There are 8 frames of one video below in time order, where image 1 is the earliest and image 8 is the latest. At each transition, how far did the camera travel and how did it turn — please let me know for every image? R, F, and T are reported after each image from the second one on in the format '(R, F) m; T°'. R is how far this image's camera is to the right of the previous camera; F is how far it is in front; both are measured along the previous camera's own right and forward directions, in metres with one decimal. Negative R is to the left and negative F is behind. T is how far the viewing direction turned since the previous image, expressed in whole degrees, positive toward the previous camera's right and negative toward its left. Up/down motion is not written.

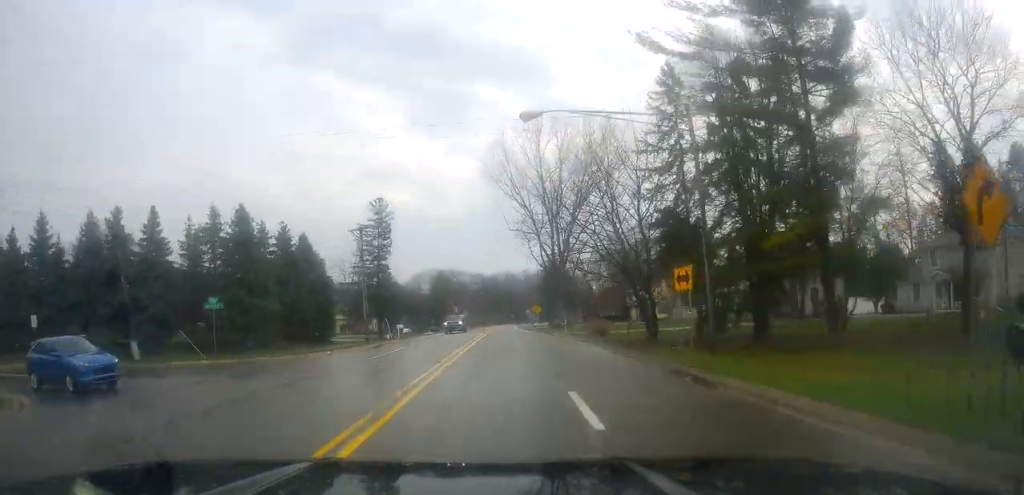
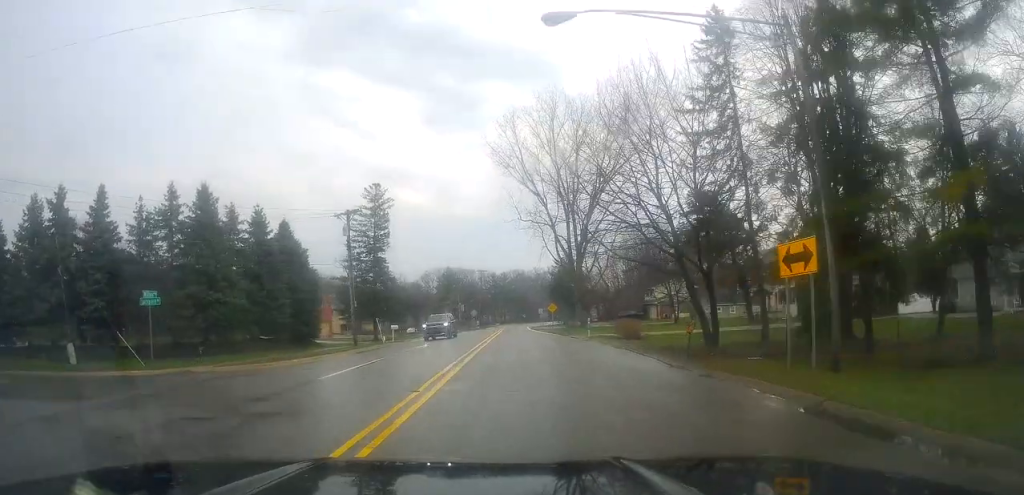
(-0.6, +7.7) m; -1°
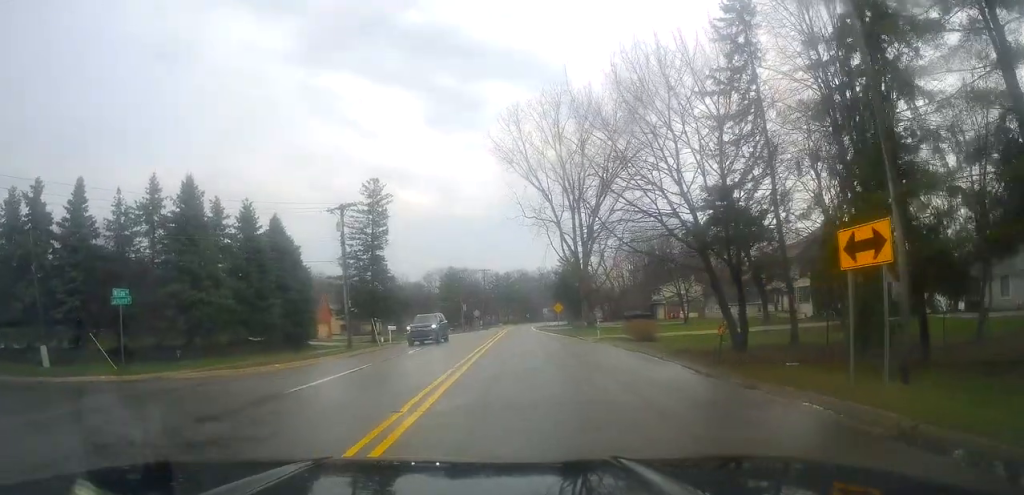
(+0.1, +2.4) m; +1°
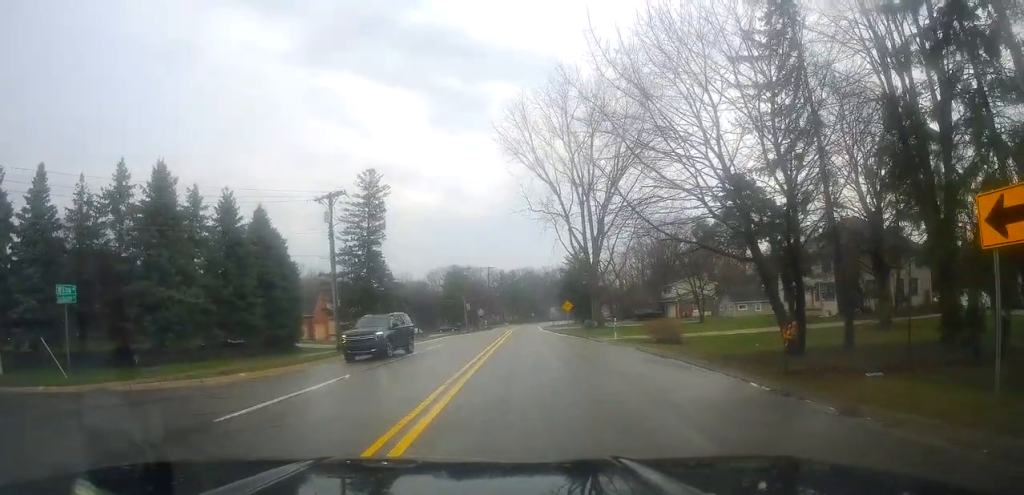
(+0.2, +4.4) m; +1°
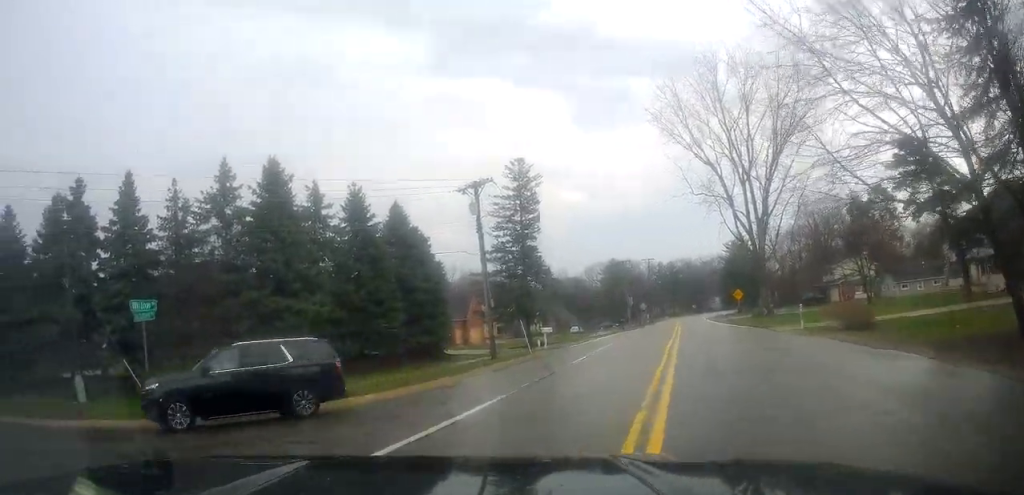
(-0.6, +3.9) m; -36°
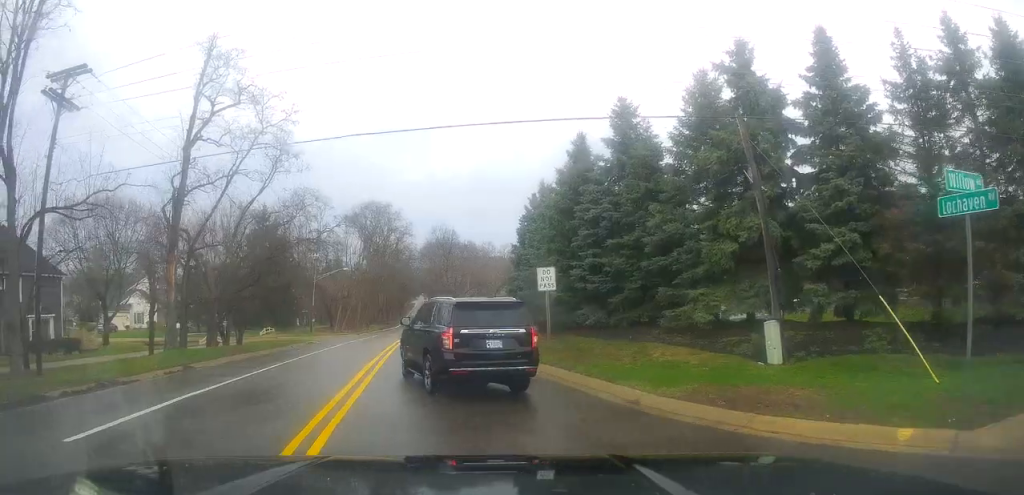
(-3.4, +5.9) m; -46°
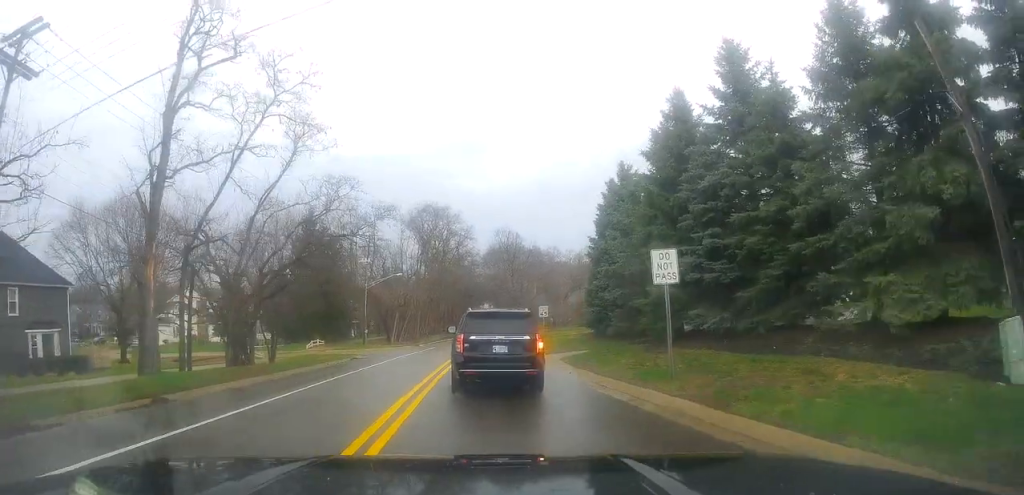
(-0.4, +5.2) m; -5°
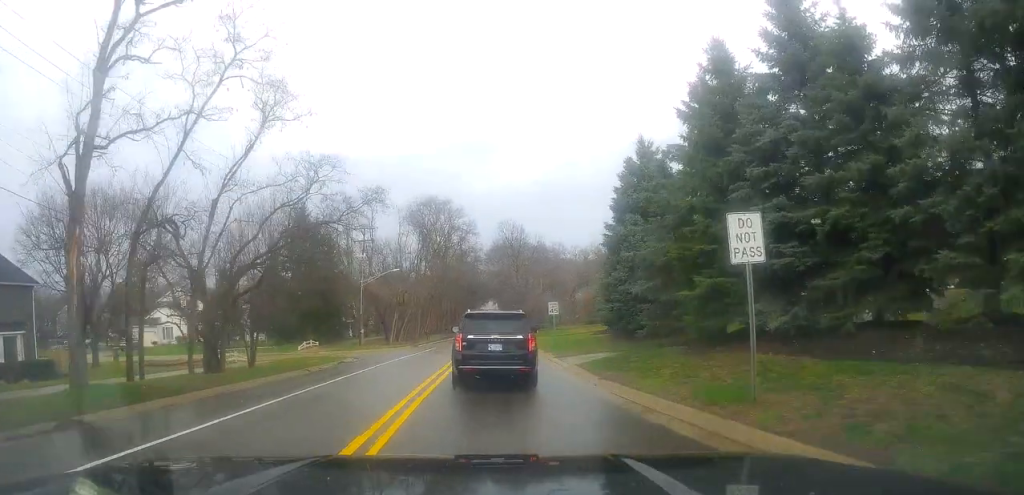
(-0.1, +3.6) m; -2°
